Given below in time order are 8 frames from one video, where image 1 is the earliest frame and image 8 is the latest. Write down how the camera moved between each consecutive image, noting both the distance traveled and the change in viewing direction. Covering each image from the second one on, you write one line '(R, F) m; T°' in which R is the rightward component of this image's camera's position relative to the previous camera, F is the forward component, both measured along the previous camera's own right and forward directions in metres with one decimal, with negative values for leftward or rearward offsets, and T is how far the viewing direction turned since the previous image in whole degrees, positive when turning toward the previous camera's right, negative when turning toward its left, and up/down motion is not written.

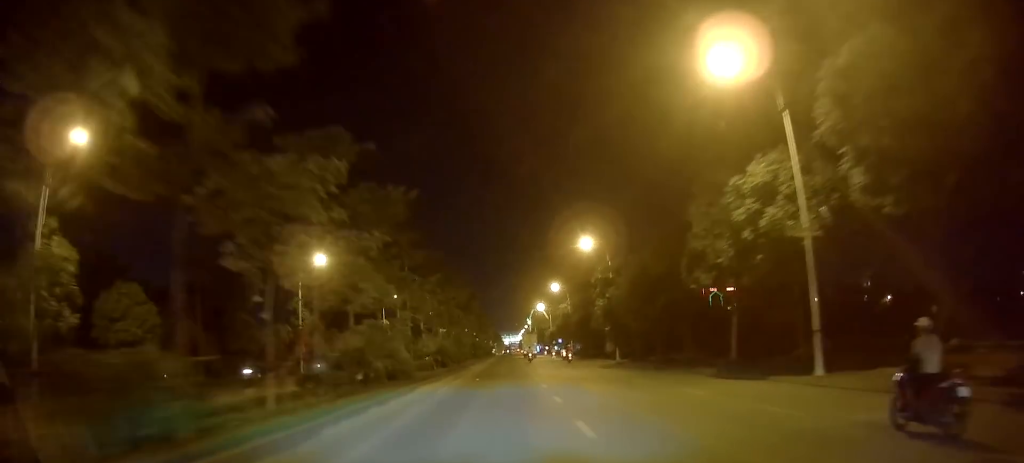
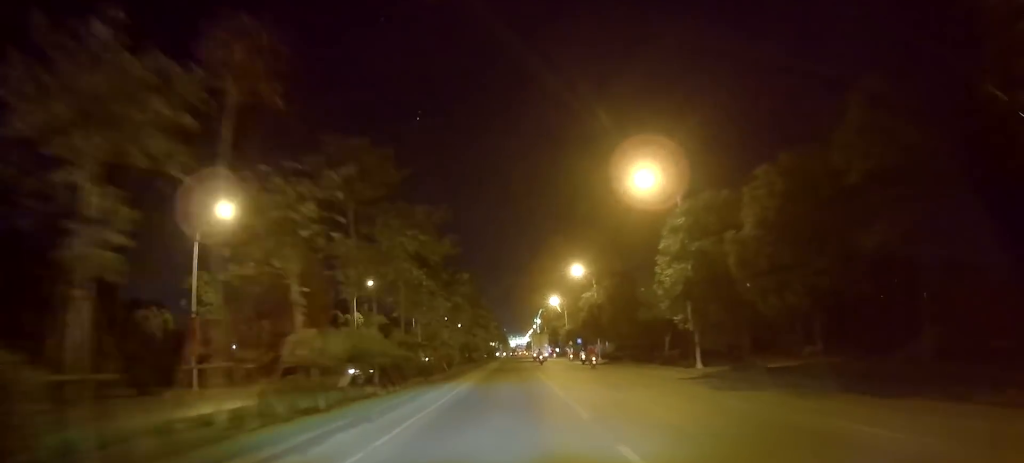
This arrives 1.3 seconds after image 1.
(+0.7, +19.9) m; +1°
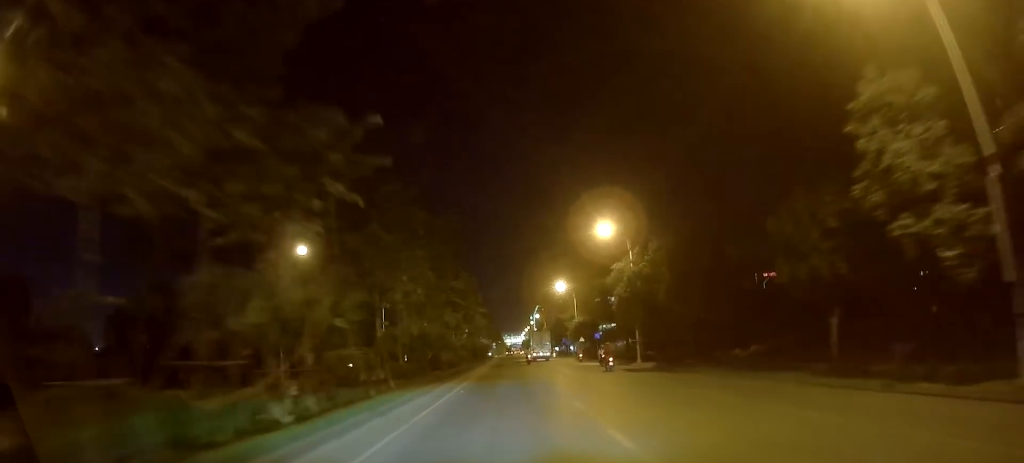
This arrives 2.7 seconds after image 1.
(-0.3, +21.8) m; 0°
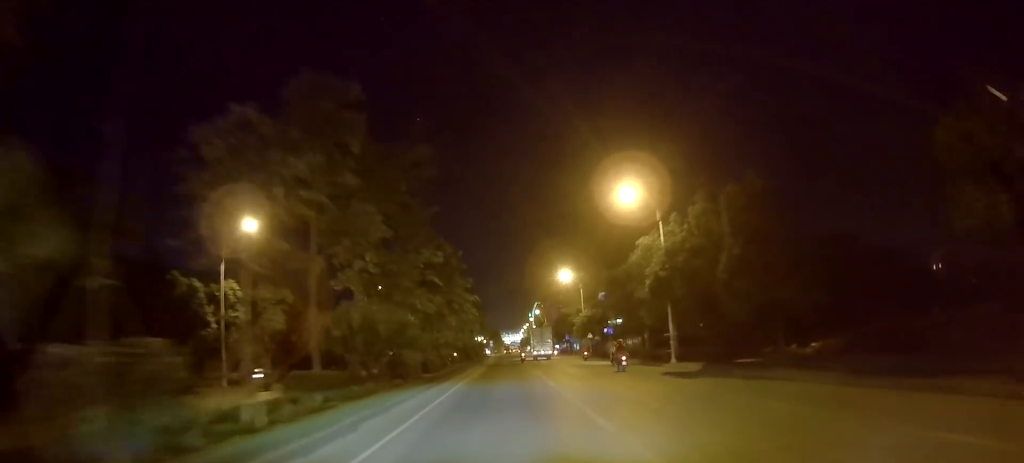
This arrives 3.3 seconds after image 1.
(0.0, +9.8) m; 0°
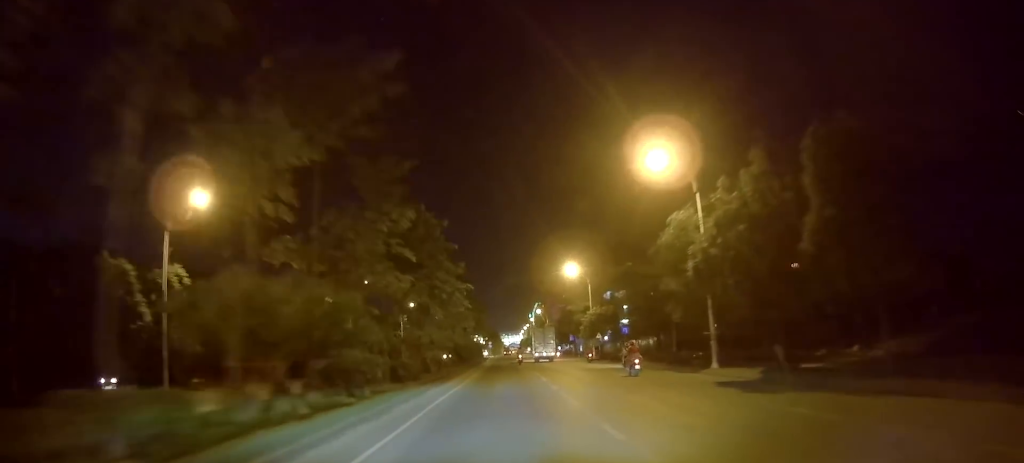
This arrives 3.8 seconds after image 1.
(+0.1, +7.2) m; -1°
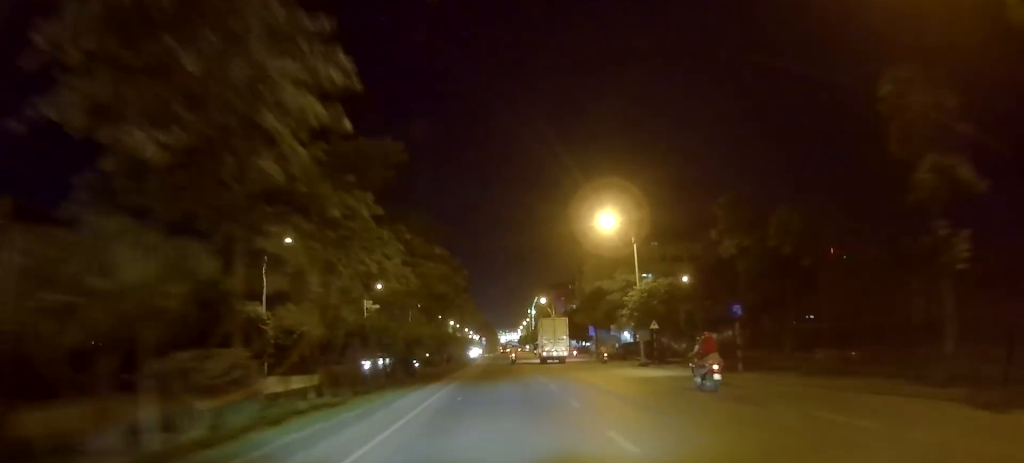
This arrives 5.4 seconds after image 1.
(-0.4, +24.7) m; +1°
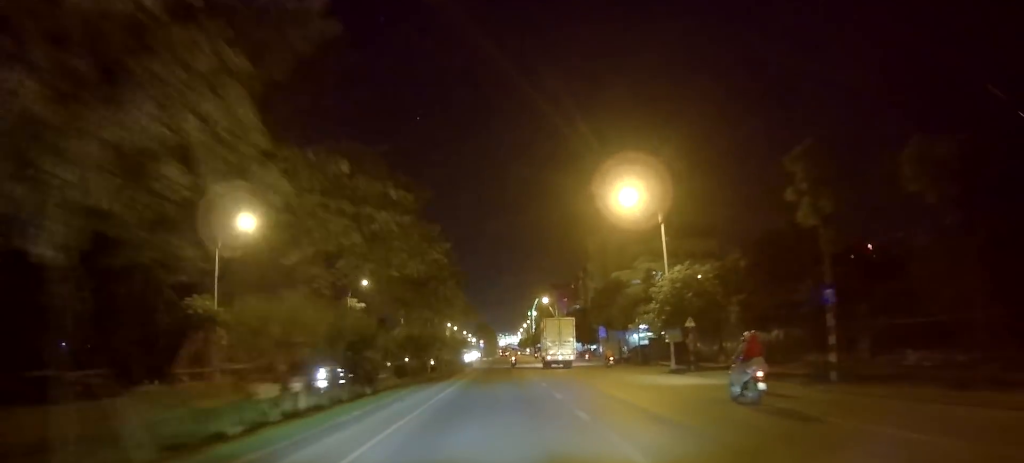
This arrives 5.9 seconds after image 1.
(+0.3, +7.1) m; +1°
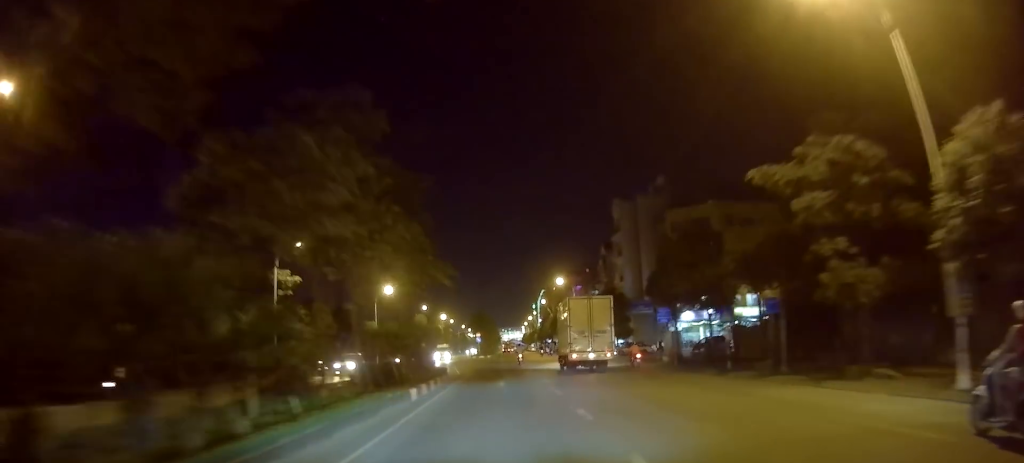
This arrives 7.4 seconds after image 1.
(-0.1, +23.6) m; 0°
